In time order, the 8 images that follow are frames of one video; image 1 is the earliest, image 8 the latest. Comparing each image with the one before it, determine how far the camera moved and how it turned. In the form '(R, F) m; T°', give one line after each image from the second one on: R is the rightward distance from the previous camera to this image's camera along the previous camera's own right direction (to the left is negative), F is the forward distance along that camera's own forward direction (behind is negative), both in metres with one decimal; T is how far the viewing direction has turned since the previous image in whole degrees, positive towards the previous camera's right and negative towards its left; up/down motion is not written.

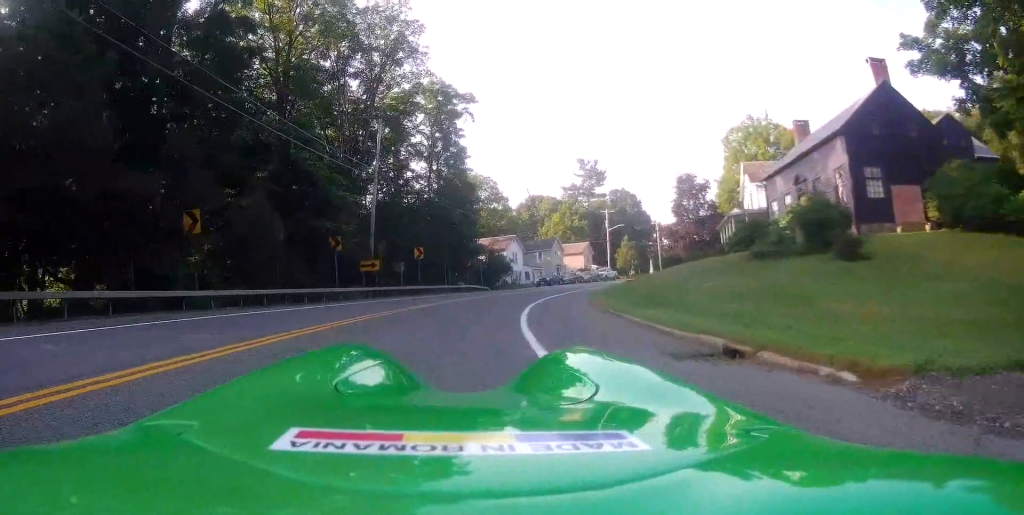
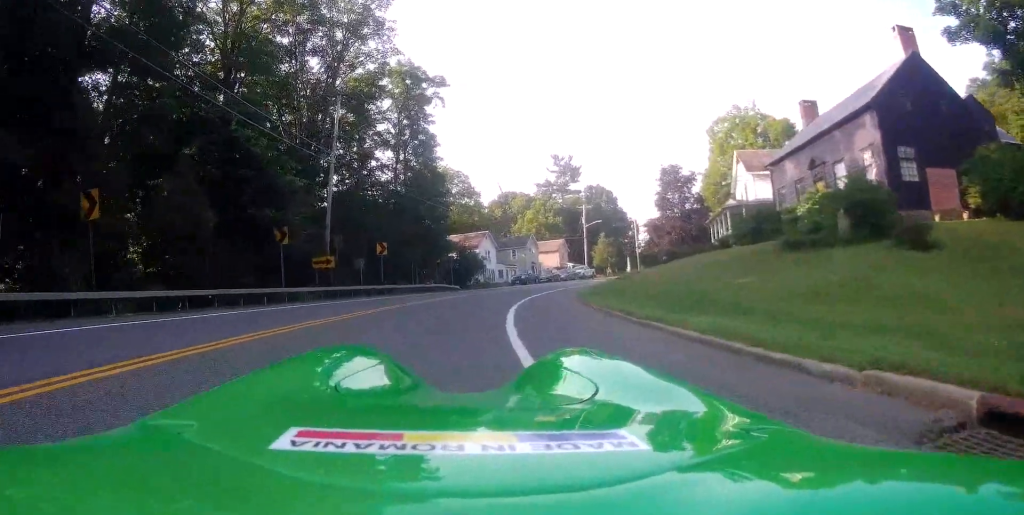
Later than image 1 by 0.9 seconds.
(+0.2, +4.5) m; +4°
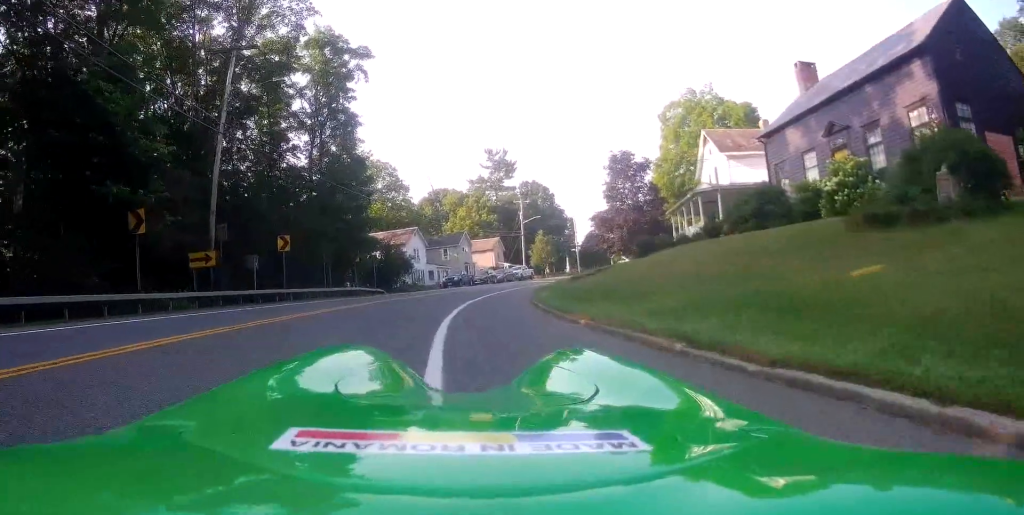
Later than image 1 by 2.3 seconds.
(+0.4, +6.7) m; +3°
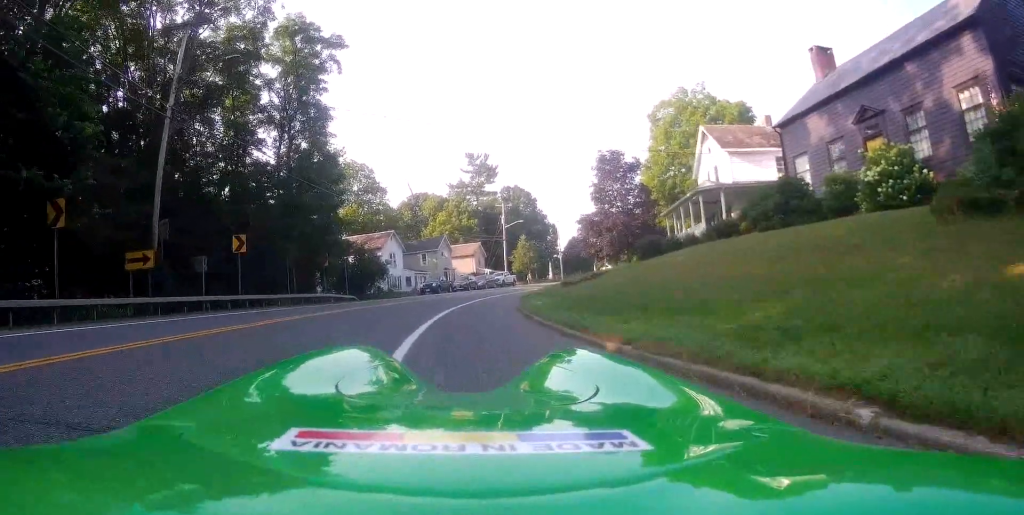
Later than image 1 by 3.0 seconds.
(-0.1, +3.3) m; -2°
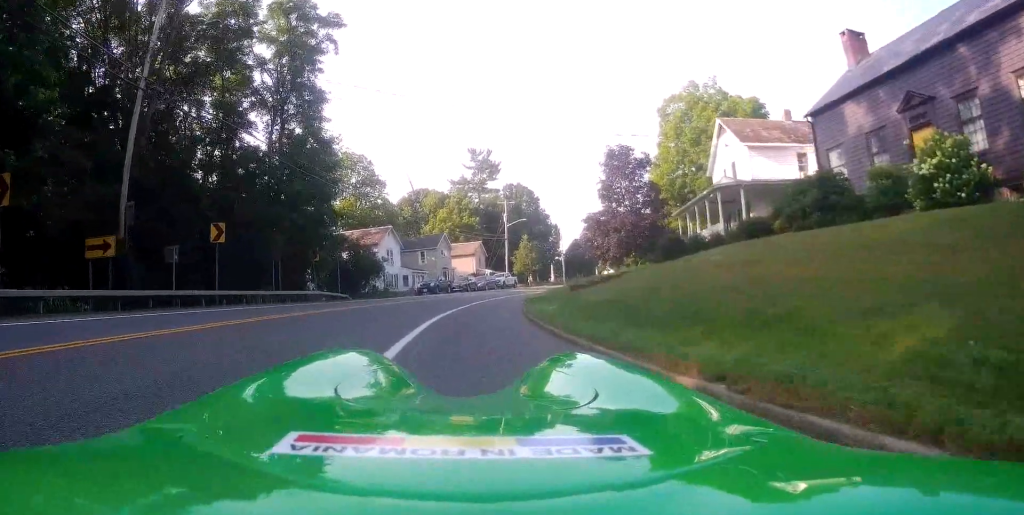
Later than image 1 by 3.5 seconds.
(-0.1, +2.3) m; -2°
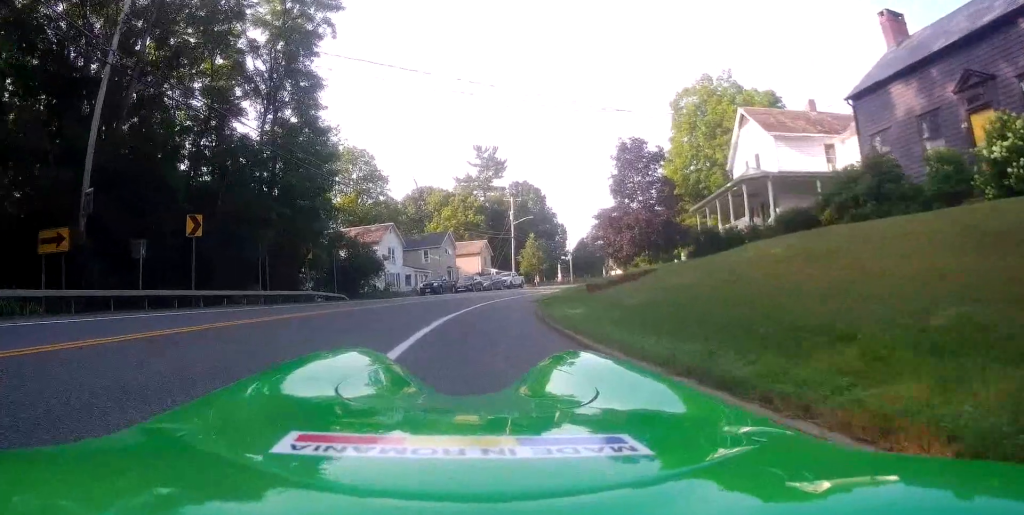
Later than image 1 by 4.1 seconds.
(0.0, +2.5) m; +4°
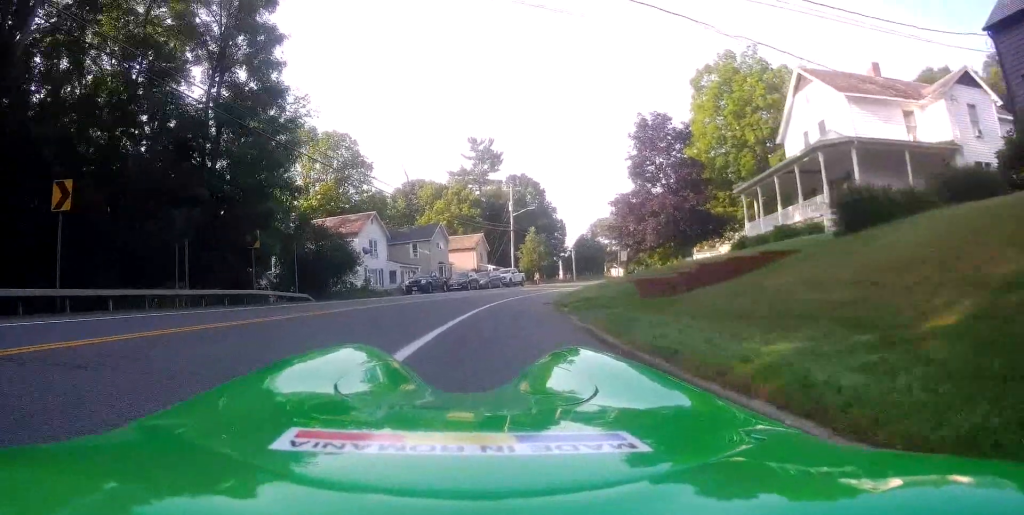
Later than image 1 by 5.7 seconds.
(+0.9, +7.2) m; +5°
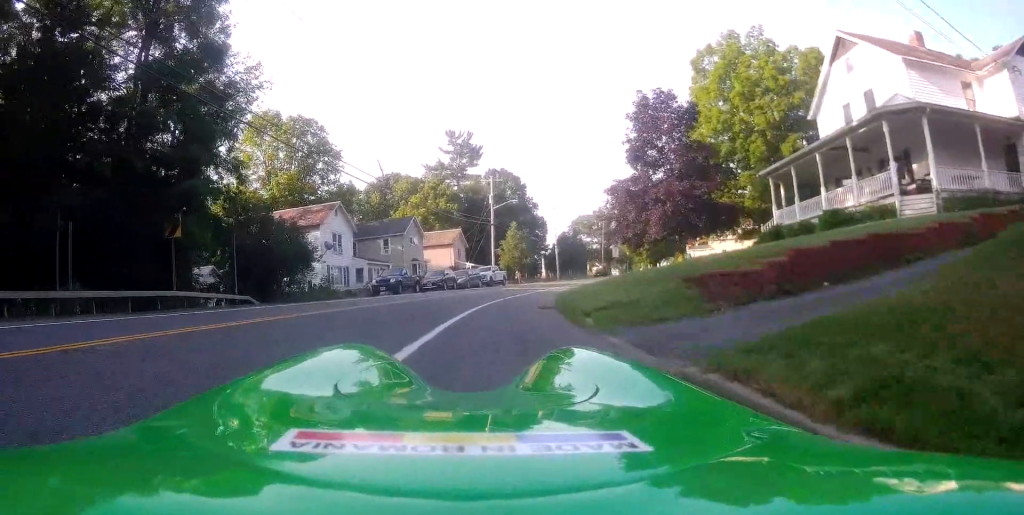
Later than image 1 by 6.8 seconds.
(-0.7, +5.4) m; -3°
